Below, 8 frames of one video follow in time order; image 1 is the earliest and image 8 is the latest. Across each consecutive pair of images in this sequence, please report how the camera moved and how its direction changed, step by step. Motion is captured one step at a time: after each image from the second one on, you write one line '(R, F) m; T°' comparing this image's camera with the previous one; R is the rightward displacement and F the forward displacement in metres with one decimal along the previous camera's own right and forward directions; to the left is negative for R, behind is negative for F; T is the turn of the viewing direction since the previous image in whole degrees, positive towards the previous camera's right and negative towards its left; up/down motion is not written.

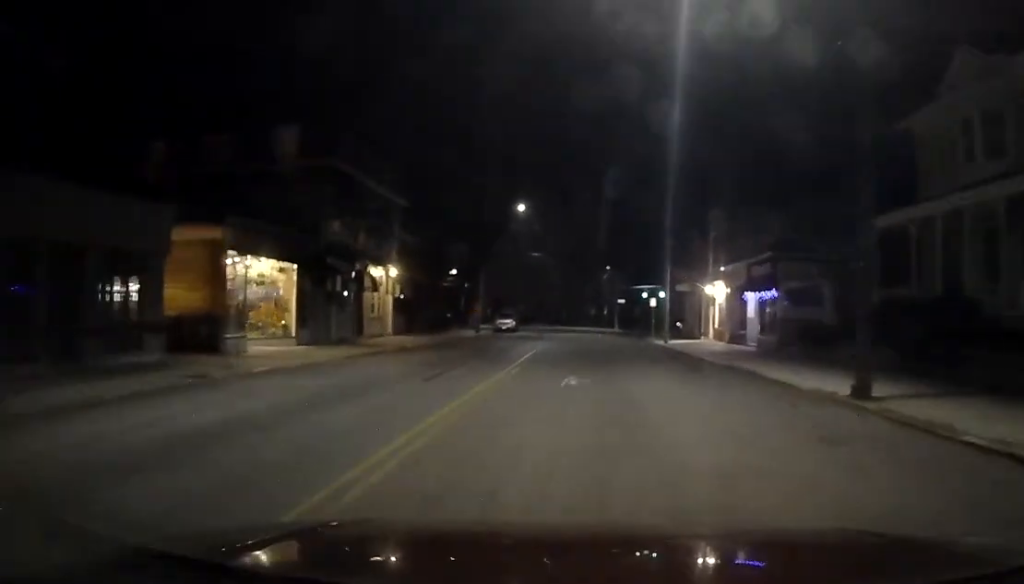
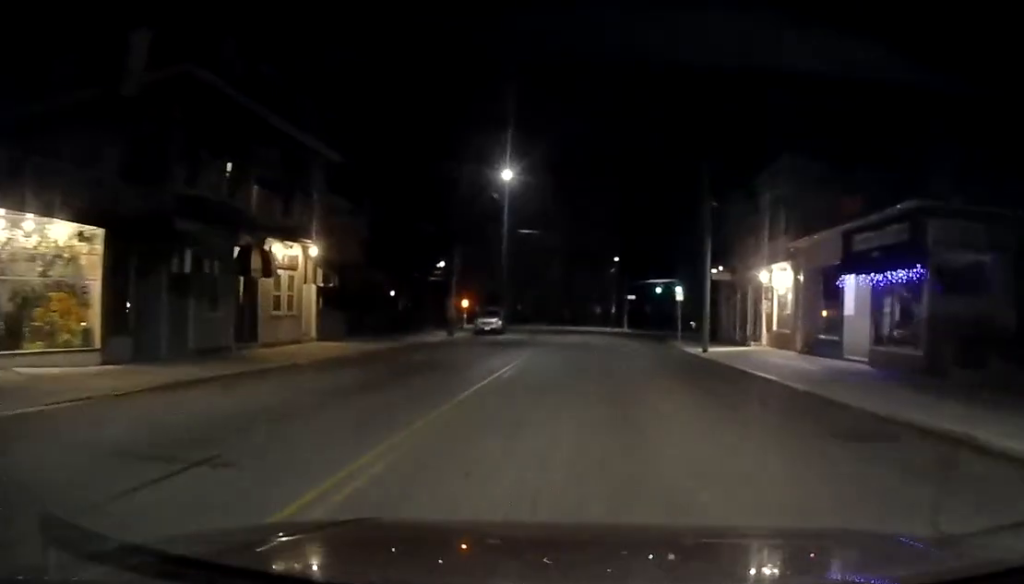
(-0.4, +11.8) m; 0°
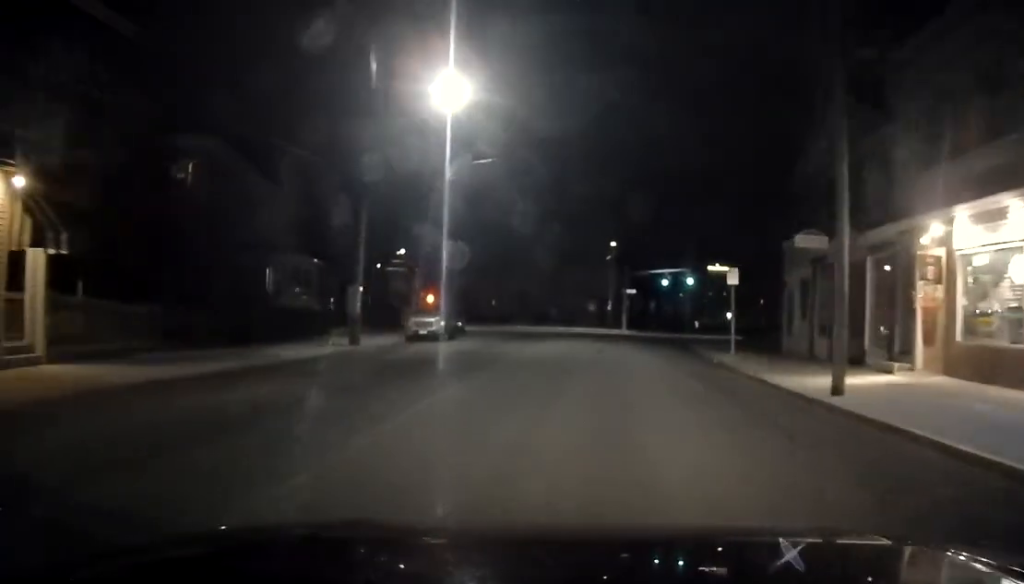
(+0.3, +15.1) m; 0°
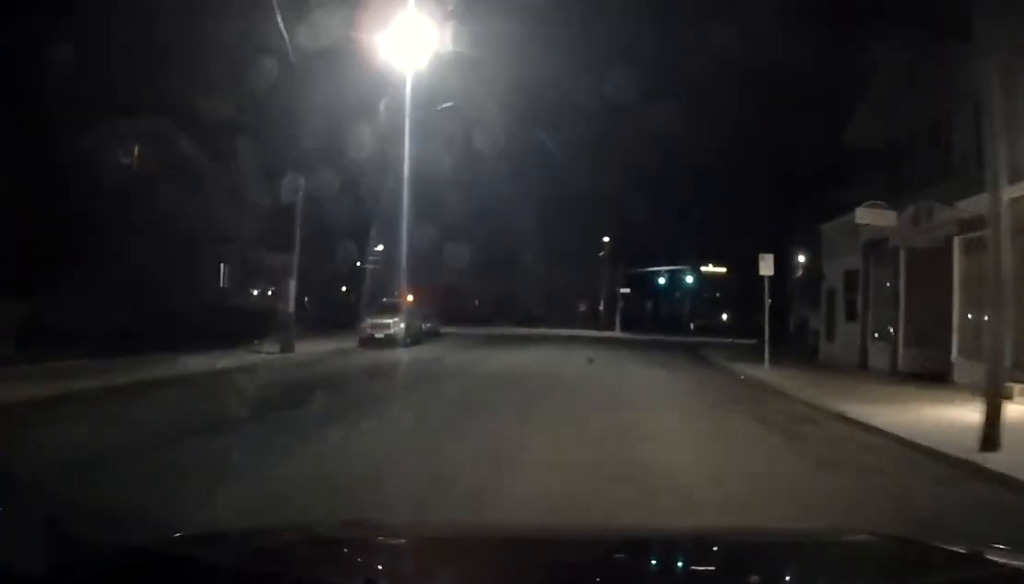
(-0.2, +5.0) m; 0°
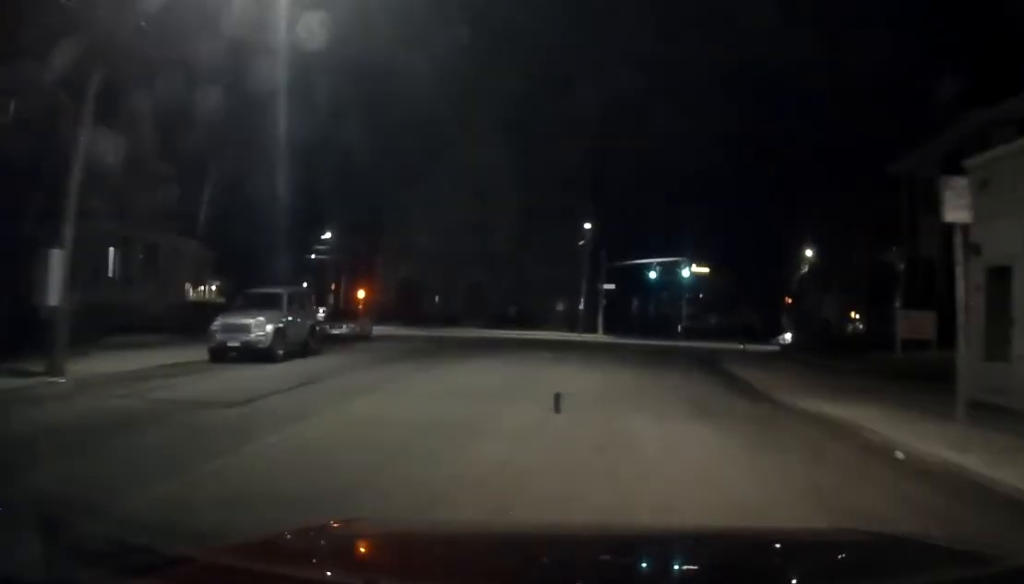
(+0.2, +9.2) m; +2°
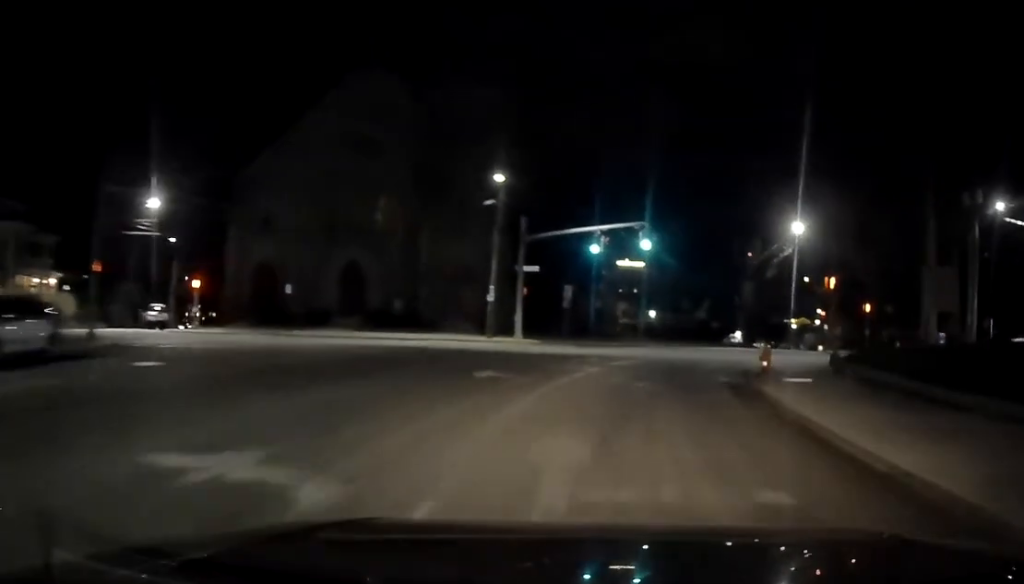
(+0.5, +17.6) m; +5°
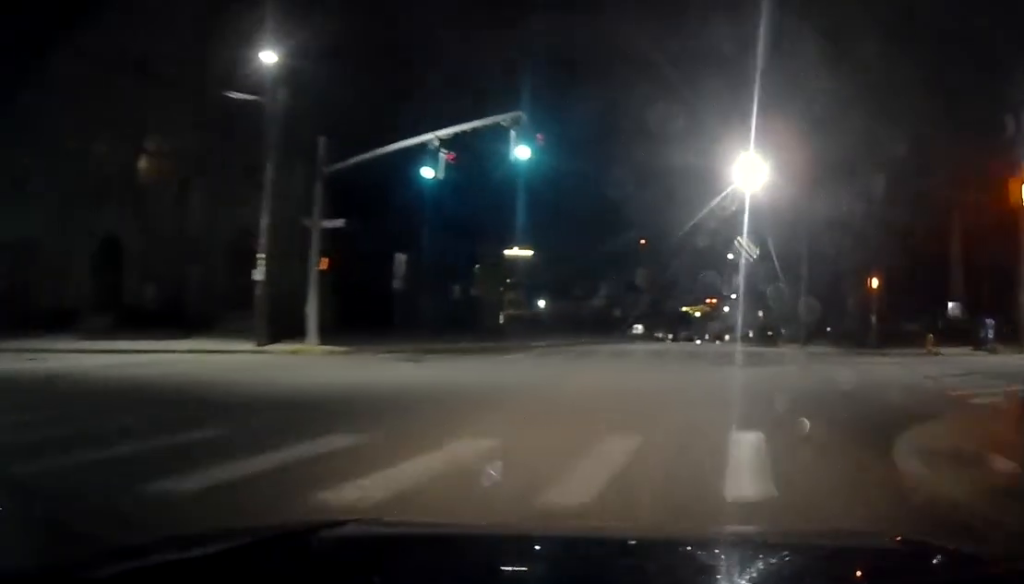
(+1.3, +16.8) m; +8°
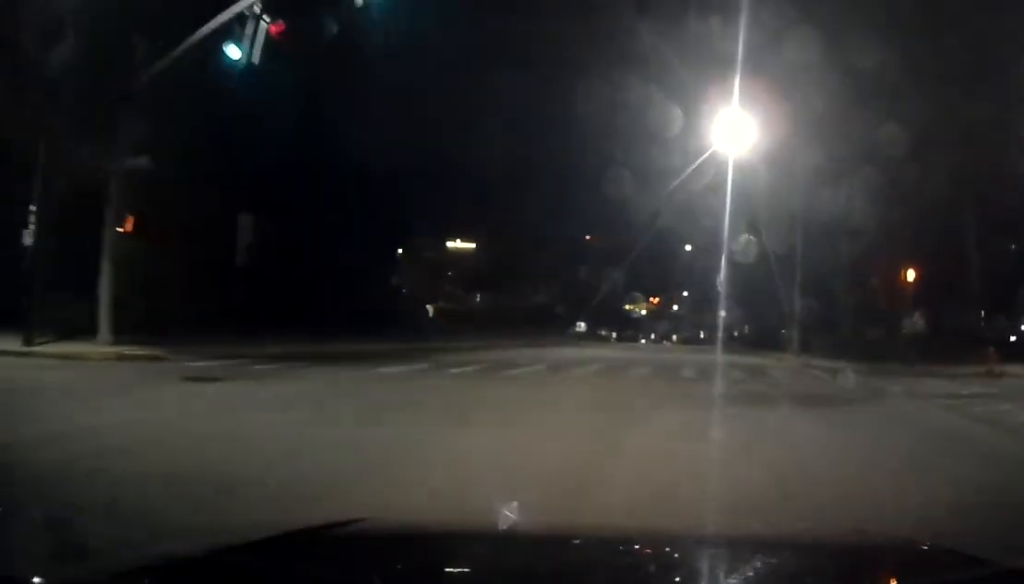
(+0.2, +8.0) m; +3°
